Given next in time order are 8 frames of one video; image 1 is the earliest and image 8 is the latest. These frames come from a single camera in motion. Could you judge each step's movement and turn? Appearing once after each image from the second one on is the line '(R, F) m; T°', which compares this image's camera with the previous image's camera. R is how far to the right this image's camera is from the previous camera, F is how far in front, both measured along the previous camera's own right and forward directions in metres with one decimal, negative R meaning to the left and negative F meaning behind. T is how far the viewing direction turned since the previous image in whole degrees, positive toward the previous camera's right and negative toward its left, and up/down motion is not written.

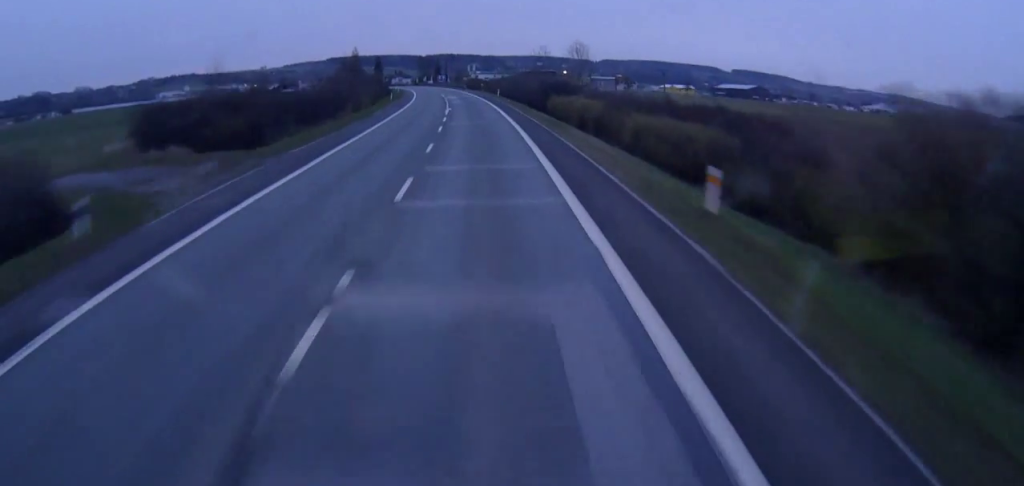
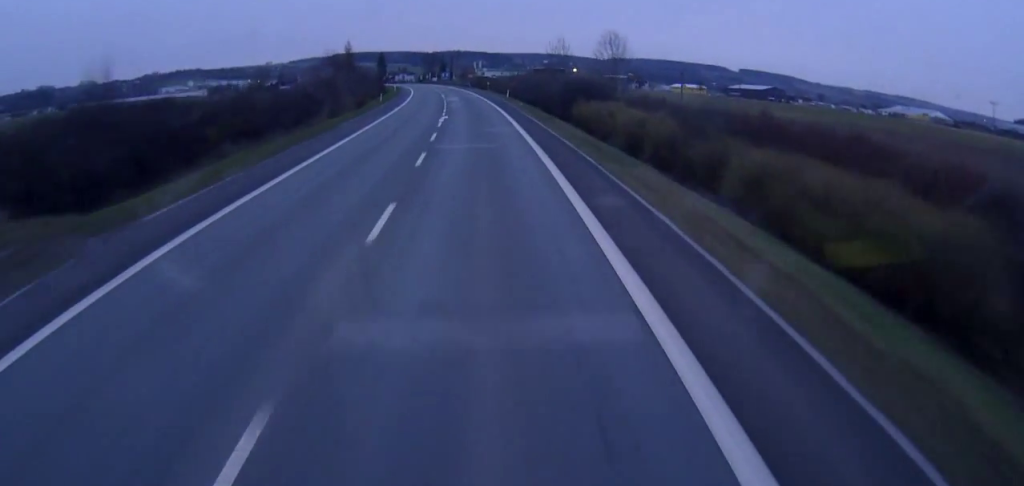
(-0.2, +12.6) m; -1°
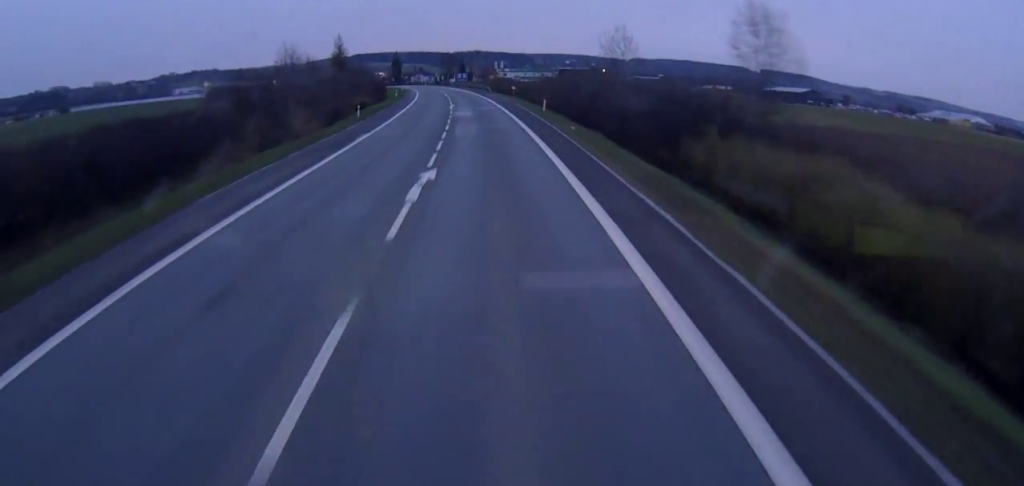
(0.0, +22.0) m; 0°
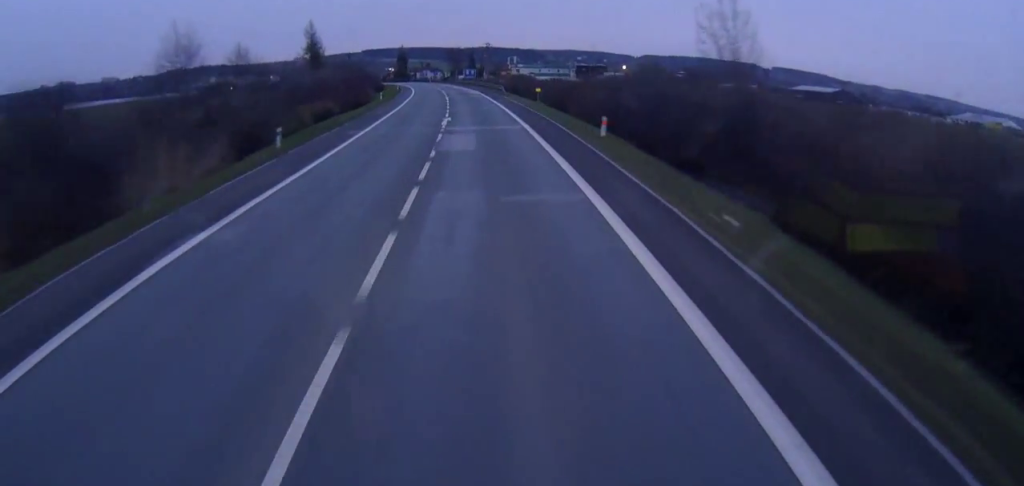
(0.0, +20.6) m; 0°
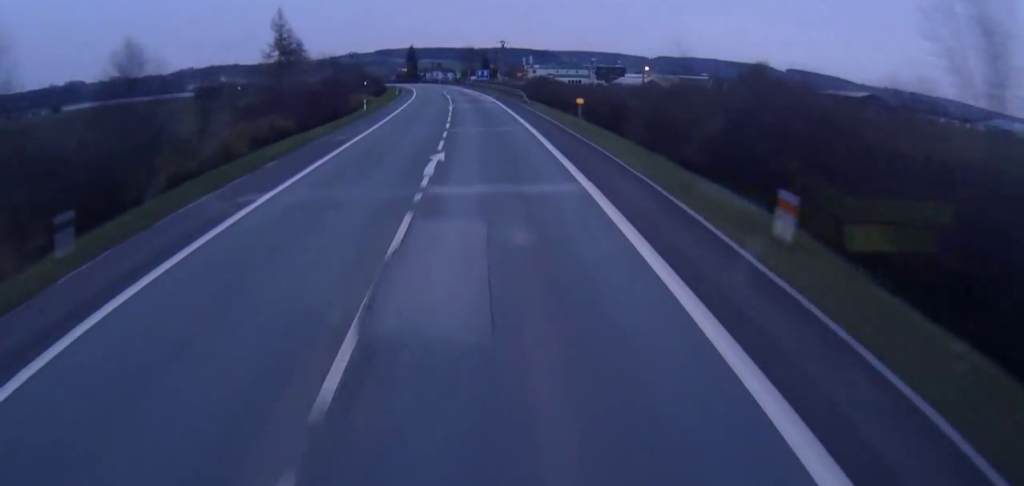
(0.0, +15.9) m; 0°
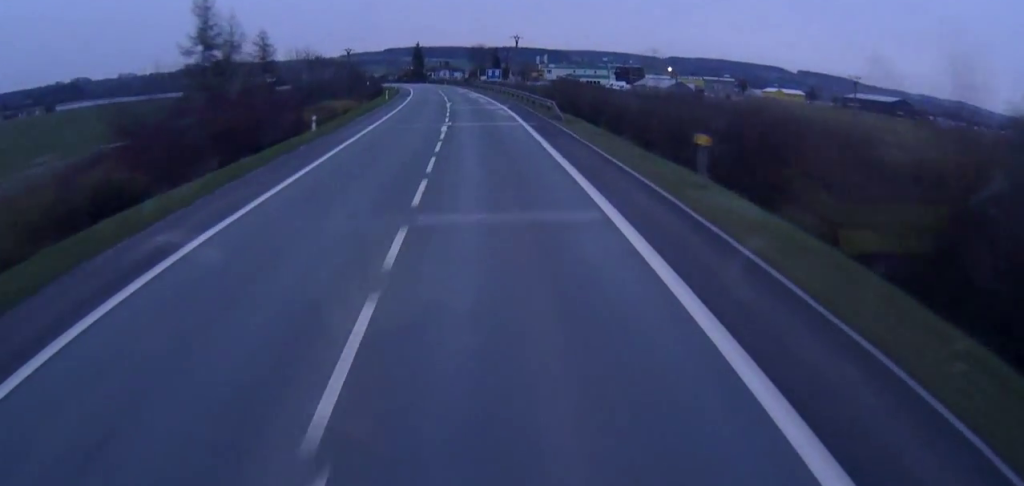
(0.0, +18.4) m; -1°
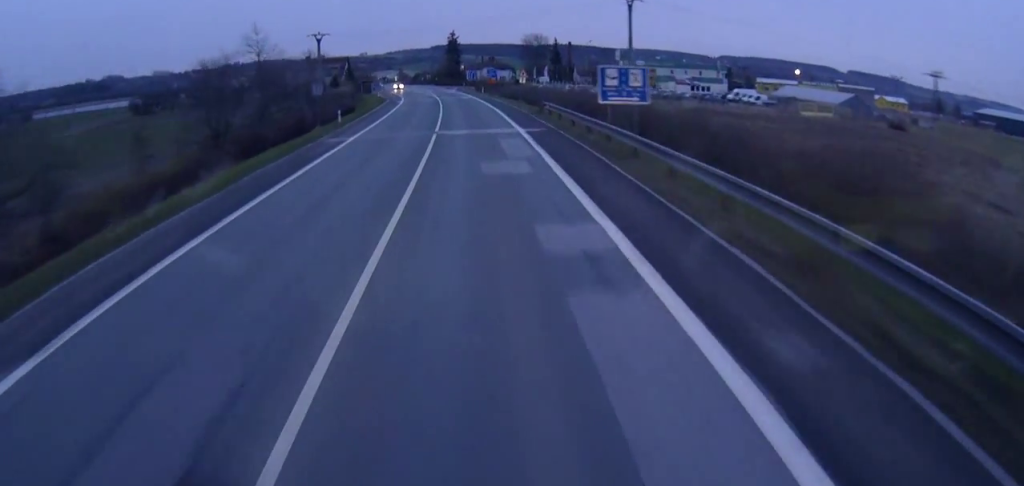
(-0.4, +71.0) m; -3°
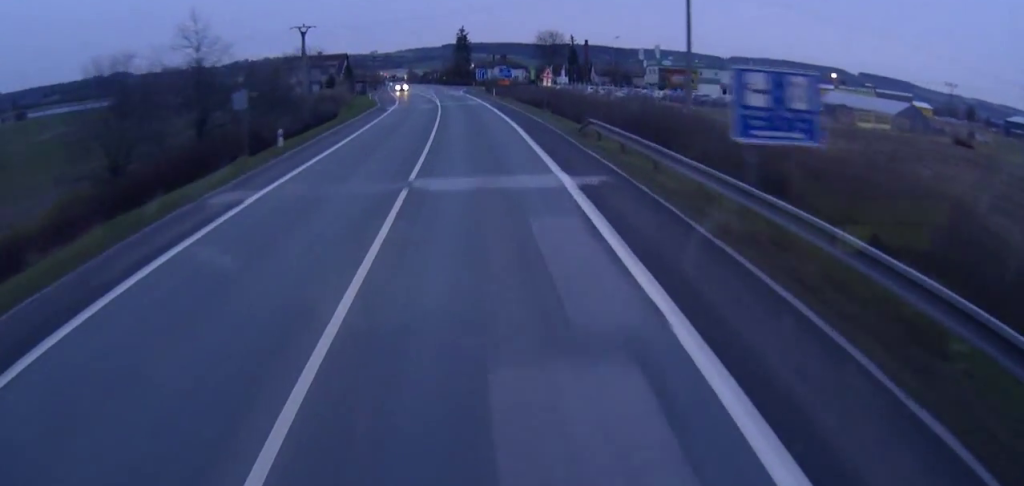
(-0.4, +15.0) m; -1°
